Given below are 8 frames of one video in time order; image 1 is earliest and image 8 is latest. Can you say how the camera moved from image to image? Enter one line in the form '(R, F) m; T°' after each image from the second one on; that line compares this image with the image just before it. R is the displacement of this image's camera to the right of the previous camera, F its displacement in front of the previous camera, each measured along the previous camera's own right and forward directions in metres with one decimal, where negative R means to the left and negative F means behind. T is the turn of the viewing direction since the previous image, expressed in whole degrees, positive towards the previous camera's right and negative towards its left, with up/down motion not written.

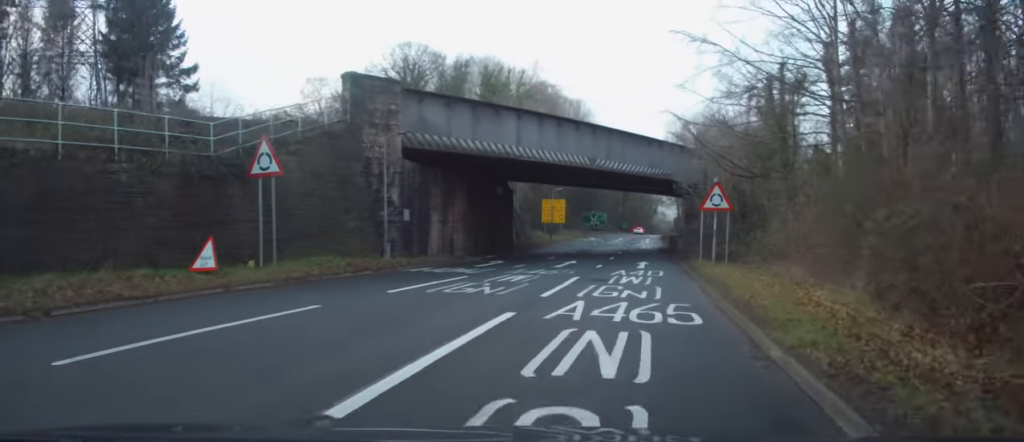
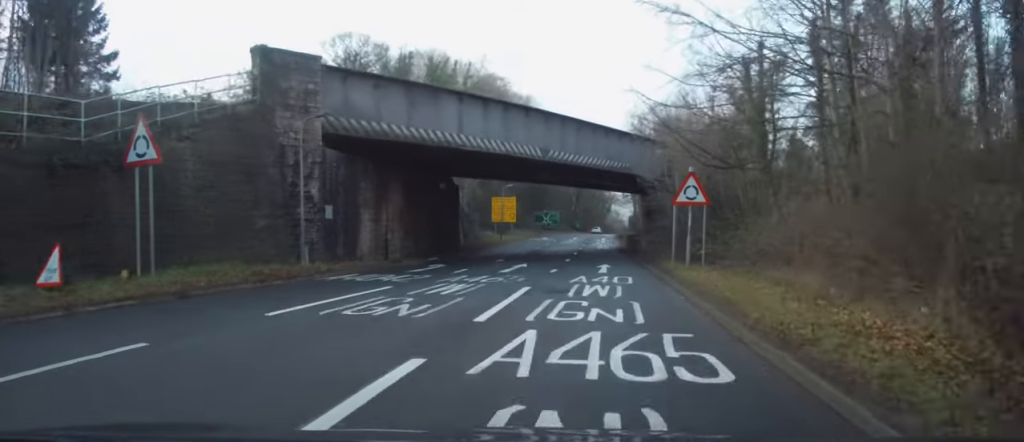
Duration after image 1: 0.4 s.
(+0.2, +3.9) m; +3°
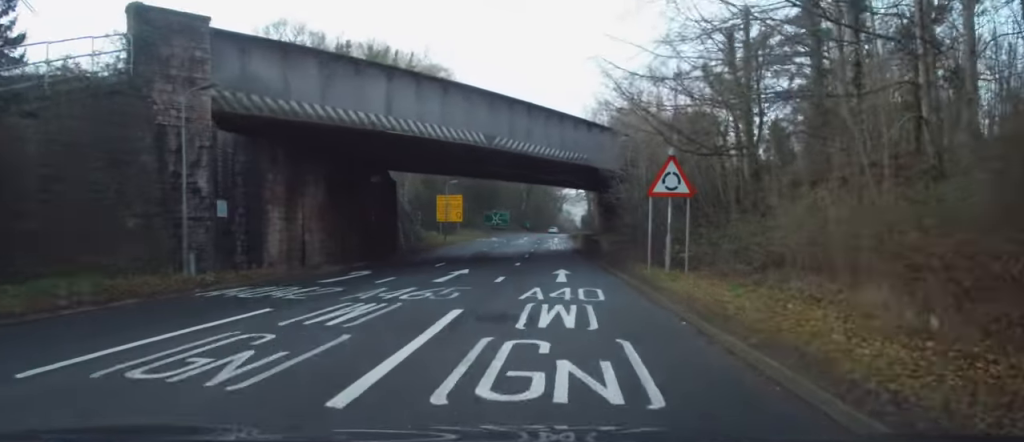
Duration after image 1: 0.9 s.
(+0.2, +4.6) m; +4°
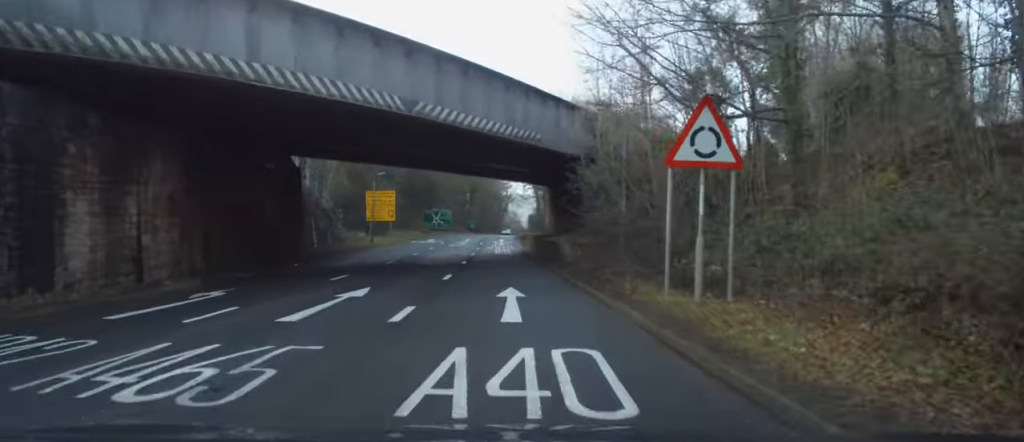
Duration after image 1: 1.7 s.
(+0.5, +8.0) m; +3°
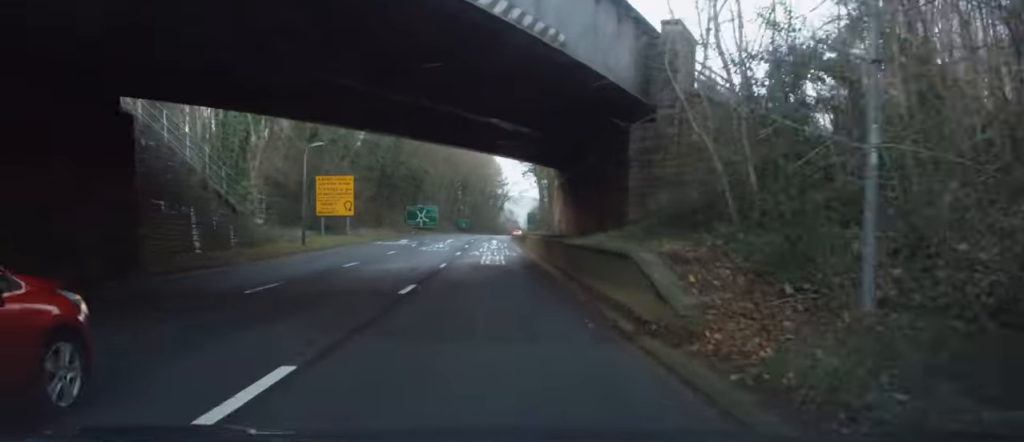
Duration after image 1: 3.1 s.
(0.0, +14.8) m; -1°
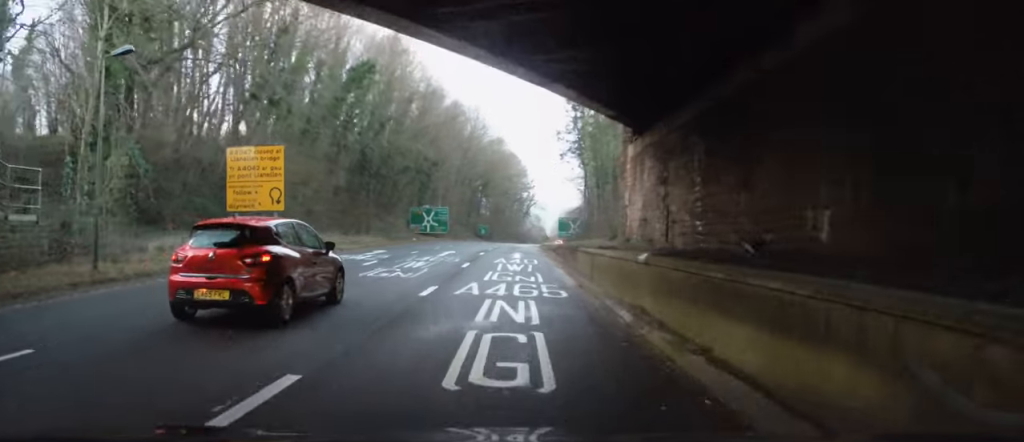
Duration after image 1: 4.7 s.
(+0.7, +16.6) m; +7°
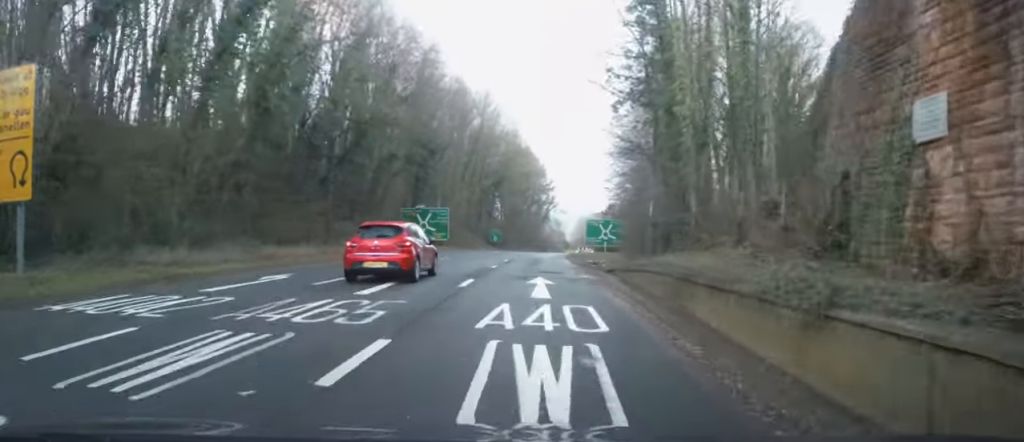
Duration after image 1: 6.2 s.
(+0.8, +13.7) m; +7°
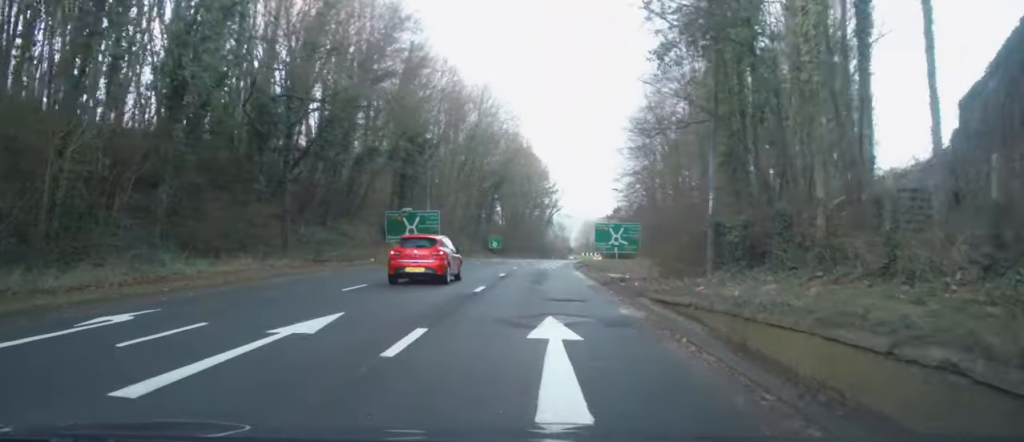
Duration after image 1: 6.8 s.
(+0.3, +7.2) m; -2°
